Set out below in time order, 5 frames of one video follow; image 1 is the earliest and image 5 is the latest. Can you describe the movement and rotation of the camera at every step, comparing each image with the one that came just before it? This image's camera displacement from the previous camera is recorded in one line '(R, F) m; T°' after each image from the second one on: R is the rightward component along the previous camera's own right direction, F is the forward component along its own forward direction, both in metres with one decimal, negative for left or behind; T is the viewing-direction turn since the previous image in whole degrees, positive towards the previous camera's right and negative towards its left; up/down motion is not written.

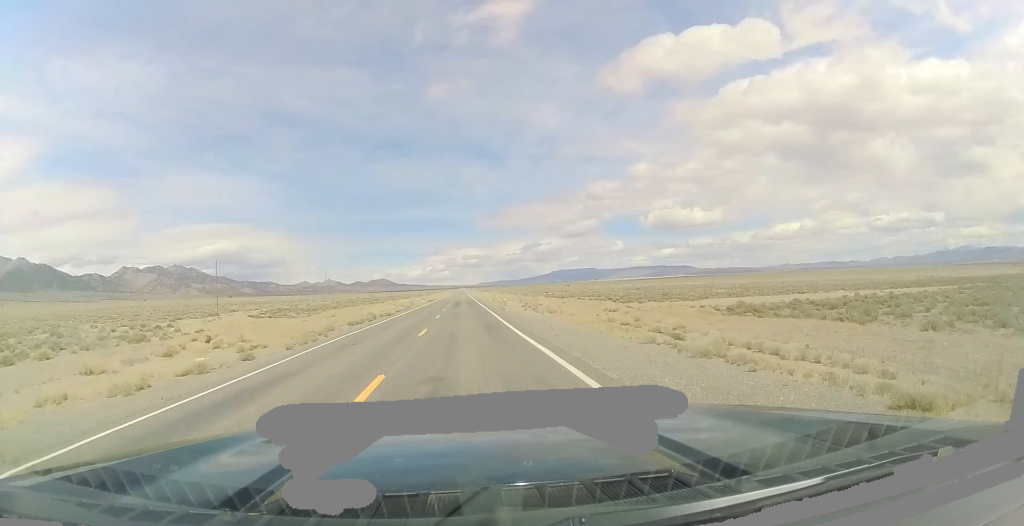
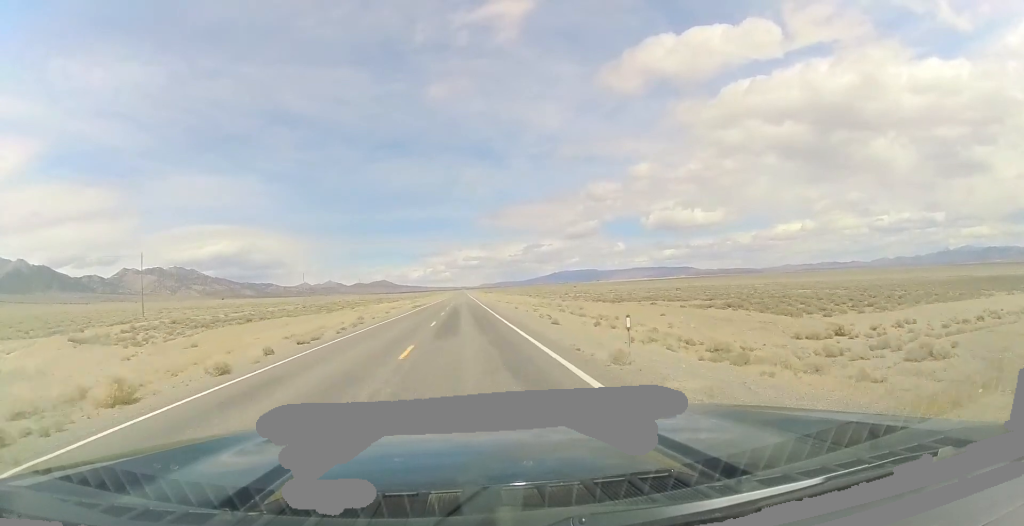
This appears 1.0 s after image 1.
(+0.2, +34.3) m; 0°
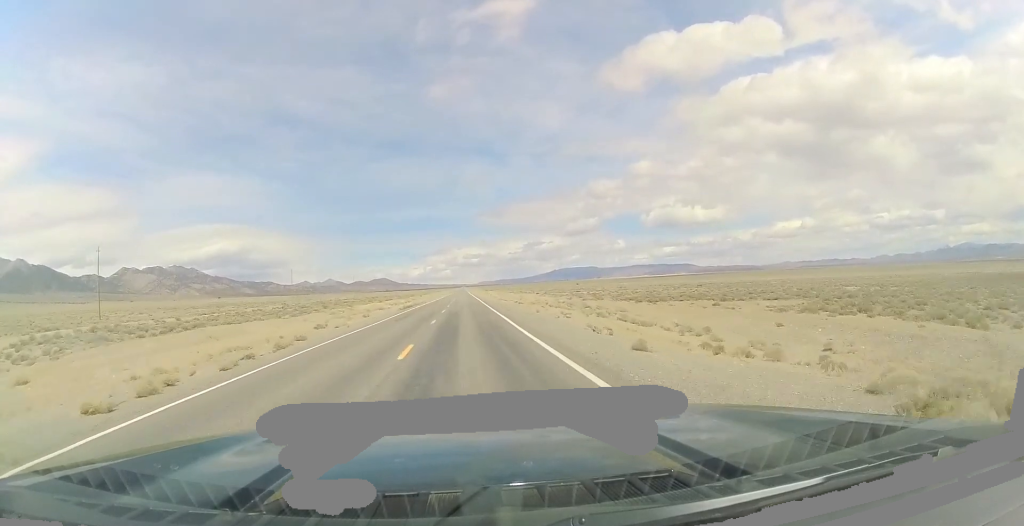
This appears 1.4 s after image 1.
(+0.1, +14.2) m; 0°
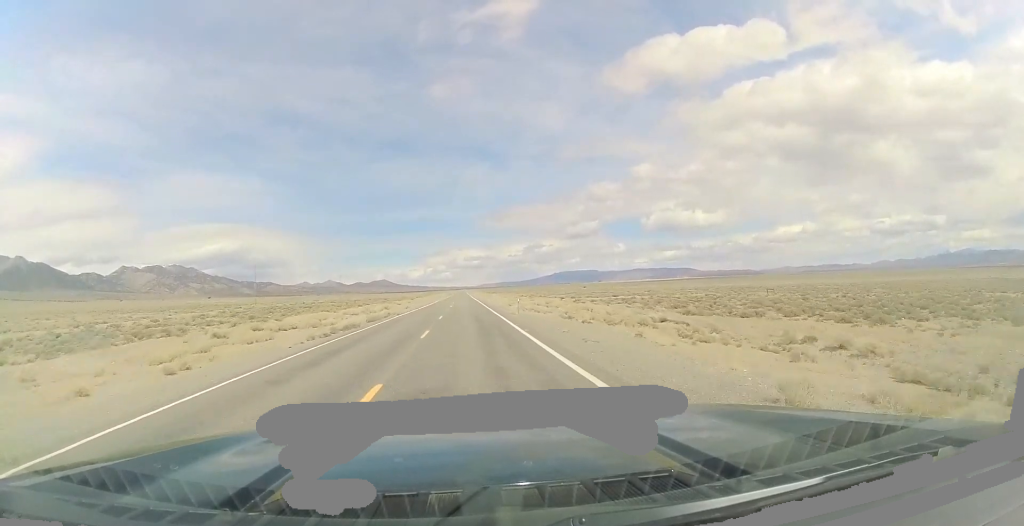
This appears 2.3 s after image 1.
(-0.2, +34.3) m; 0°
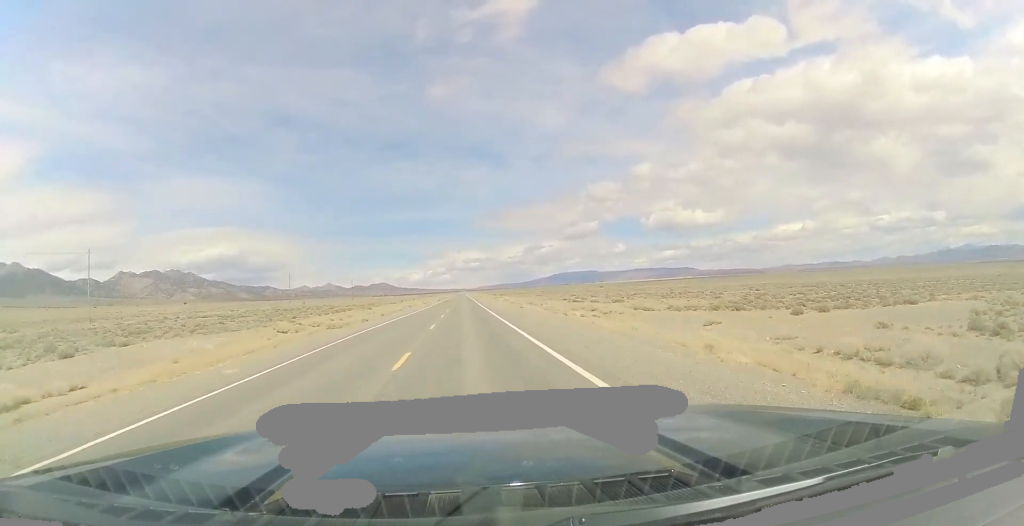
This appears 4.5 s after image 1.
(-0.3, +76.2) m; -1°
